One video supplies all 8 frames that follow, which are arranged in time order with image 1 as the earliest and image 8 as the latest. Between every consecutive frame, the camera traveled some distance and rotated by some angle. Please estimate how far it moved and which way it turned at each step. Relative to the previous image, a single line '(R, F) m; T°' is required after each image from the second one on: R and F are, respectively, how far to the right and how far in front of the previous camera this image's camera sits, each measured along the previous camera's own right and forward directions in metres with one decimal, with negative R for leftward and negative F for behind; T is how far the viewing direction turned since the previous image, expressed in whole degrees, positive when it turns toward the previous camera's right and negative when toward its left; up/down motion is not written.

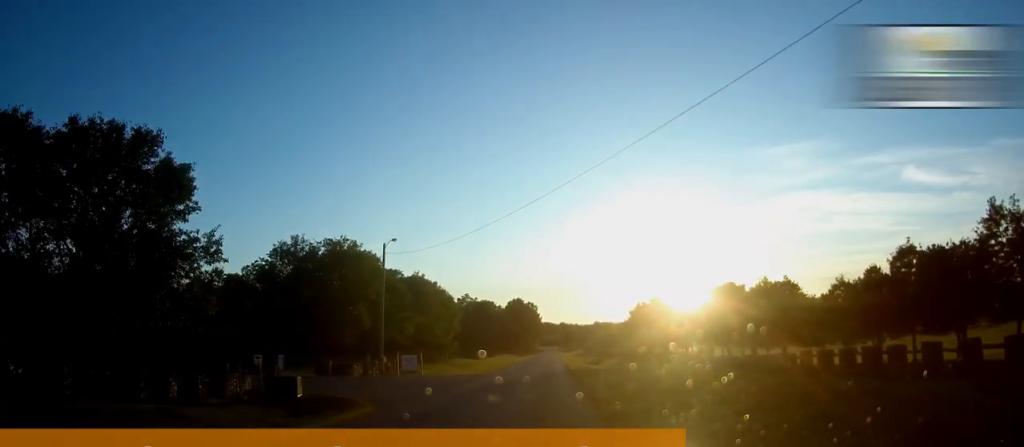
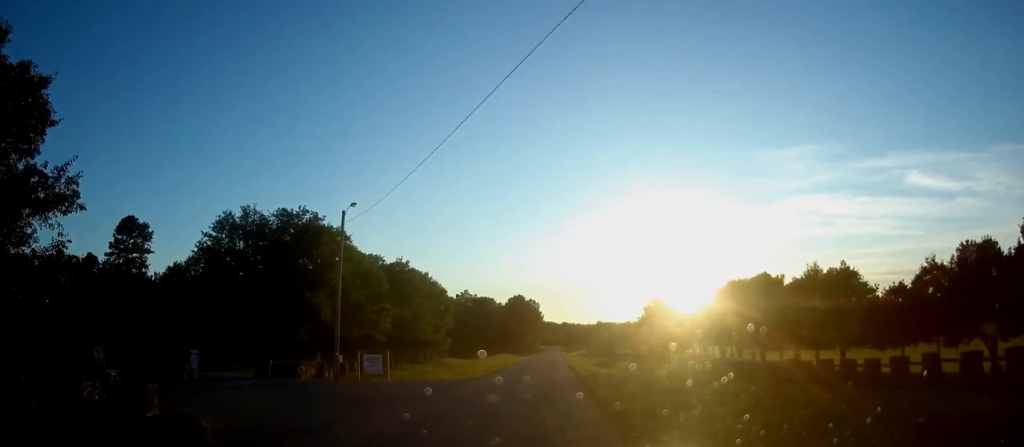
(0.0, +9.9) m; -1°
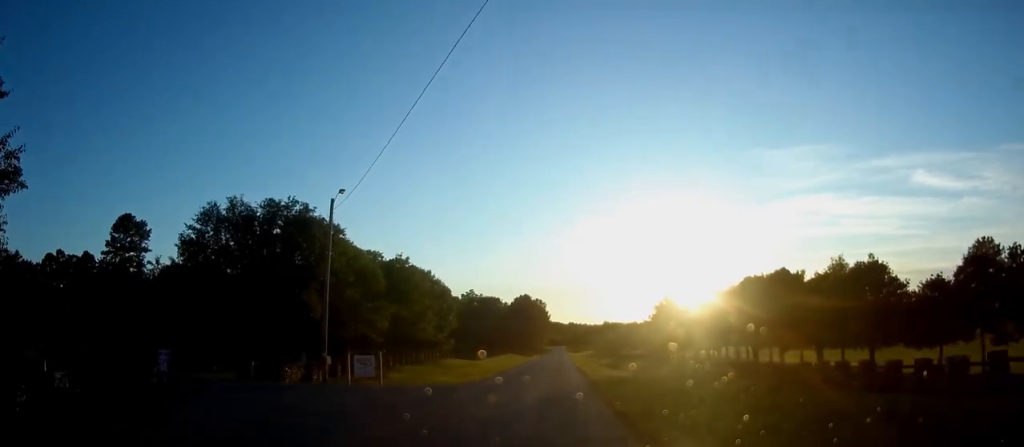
(-0.1, +3.3) m; -1°
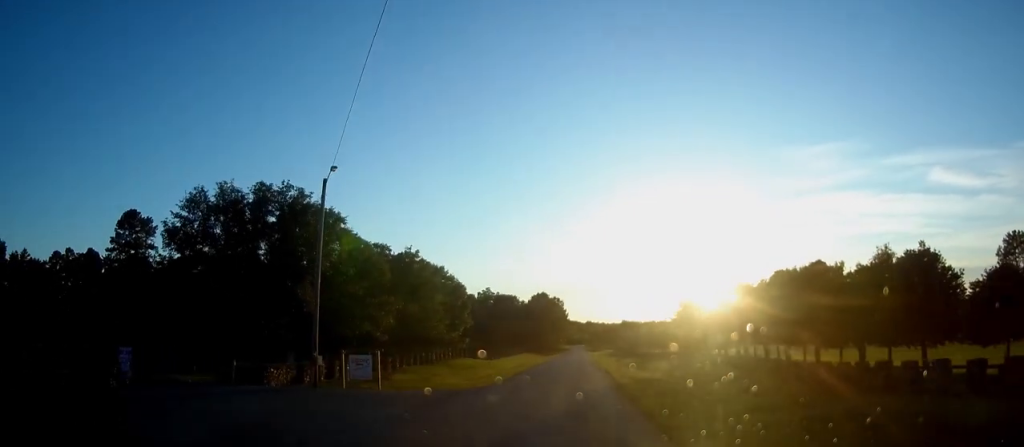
(0.0, +4.3) m; -2°
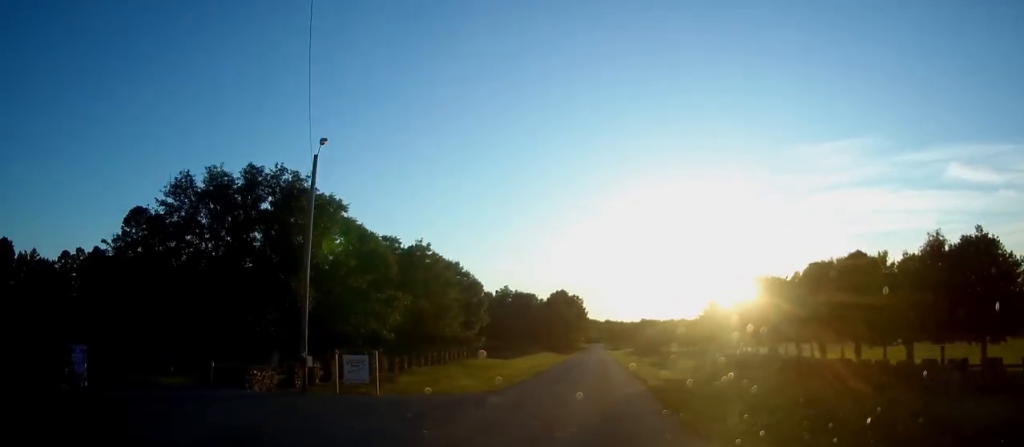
(0.0, +4.1) m; -2°
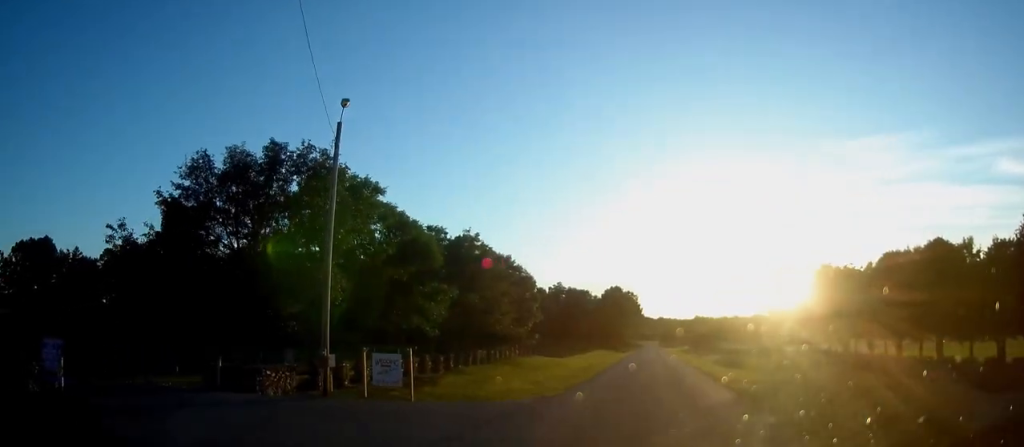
(-0.2, +4.3) m; -6°
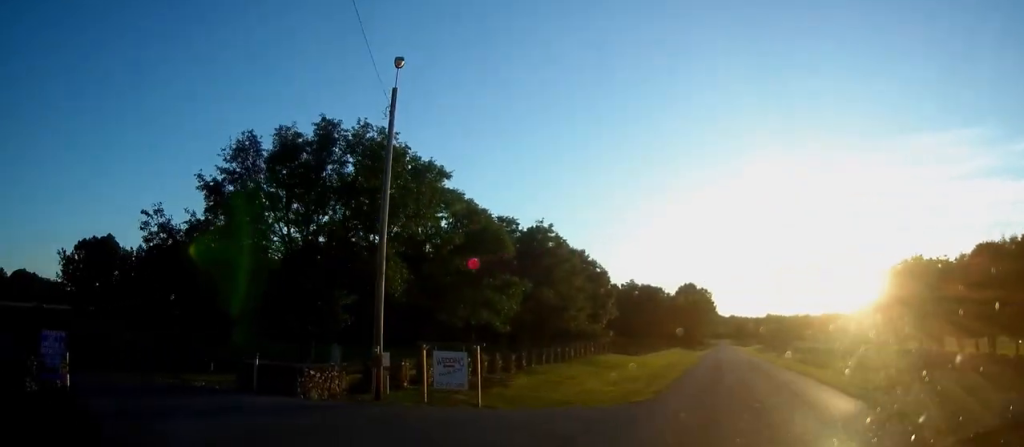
(-0.1, +3.4) m; -7°
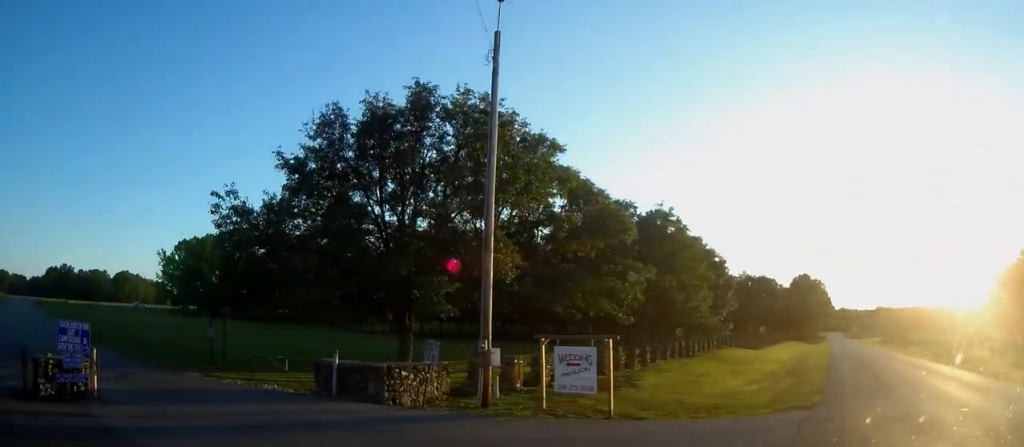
(-0.3, +4.1) m; -11°
